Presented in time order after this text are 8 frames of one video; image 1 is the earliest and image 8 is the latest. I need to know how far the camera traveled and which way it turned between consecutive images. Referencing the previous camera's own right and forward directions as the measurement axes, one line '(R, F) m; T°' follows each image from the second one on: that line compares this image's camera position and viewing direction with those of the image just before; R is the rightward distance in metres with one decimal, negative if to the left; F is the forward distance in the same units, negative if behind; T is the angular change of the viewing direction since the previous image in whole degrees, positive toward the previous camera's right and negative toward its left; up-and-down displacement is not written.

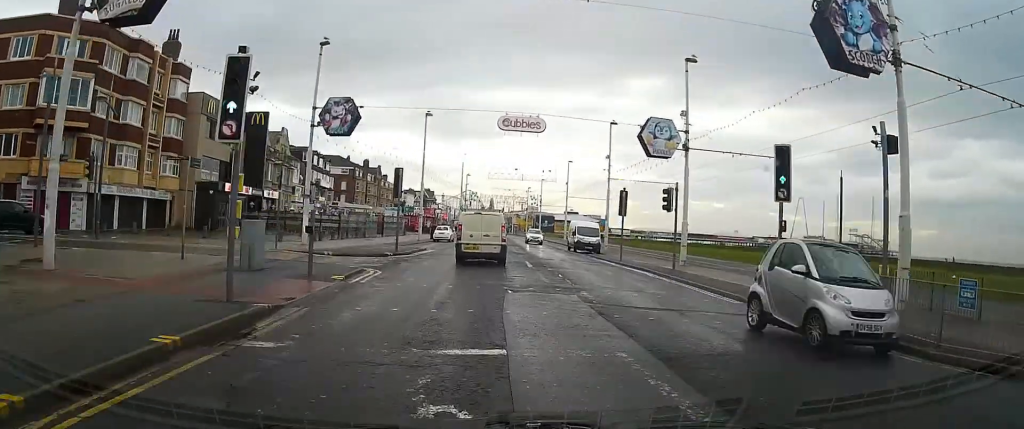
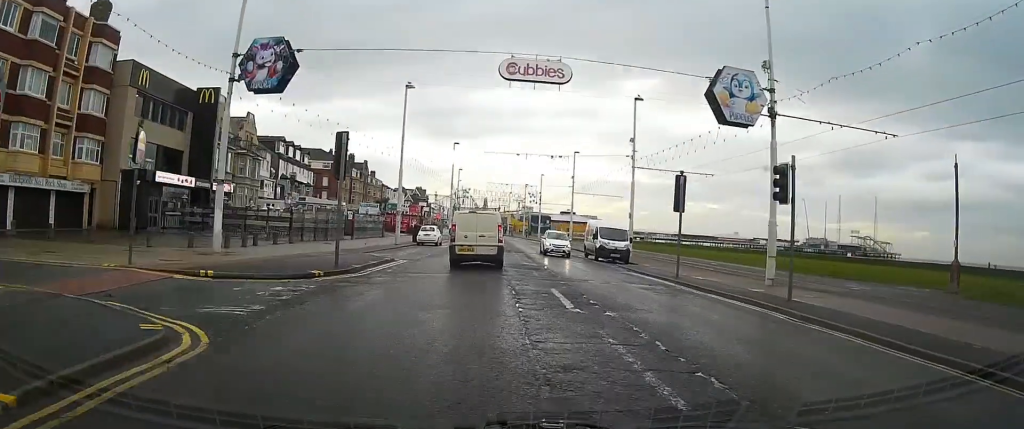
(0.0, +11.3) m; 0°
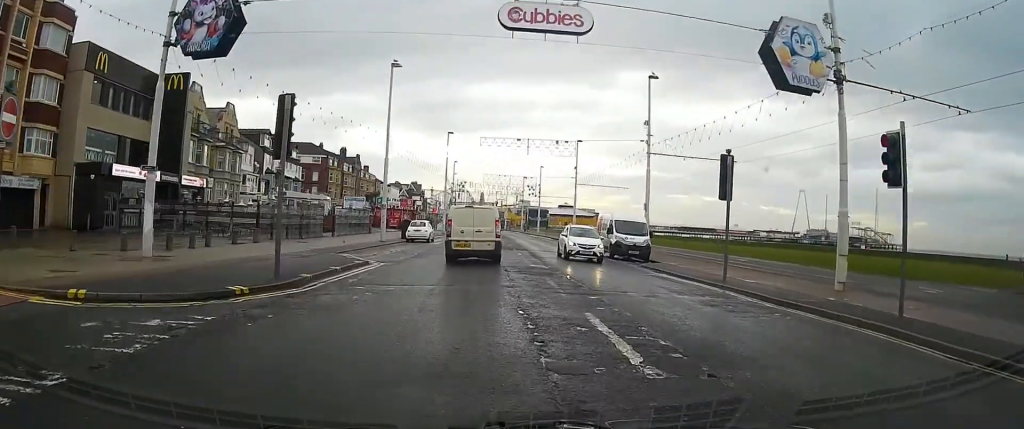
(0.0, +5.2) m; 0°
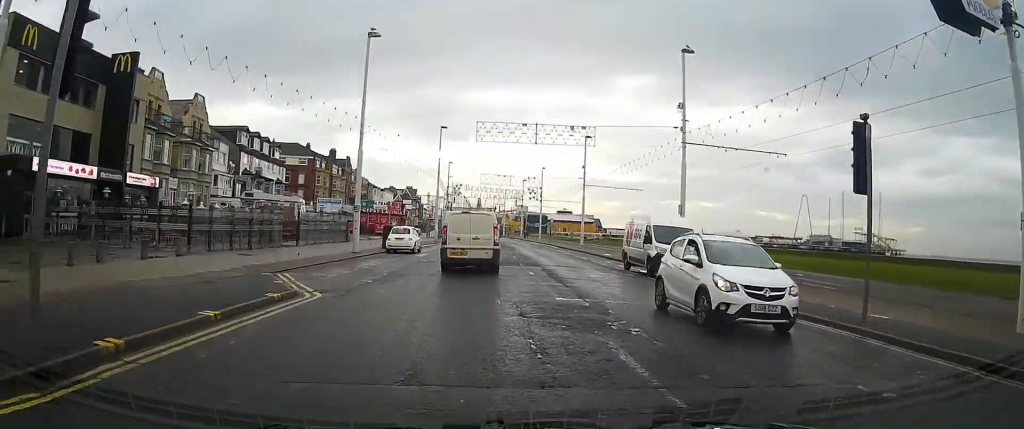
(0.0, +7.9) m; 0°
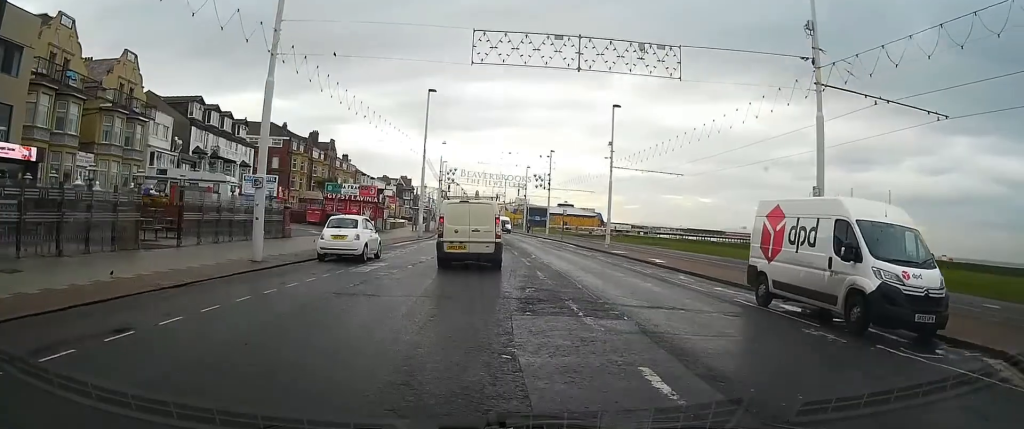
(+0.1, +14.4) m; +1°
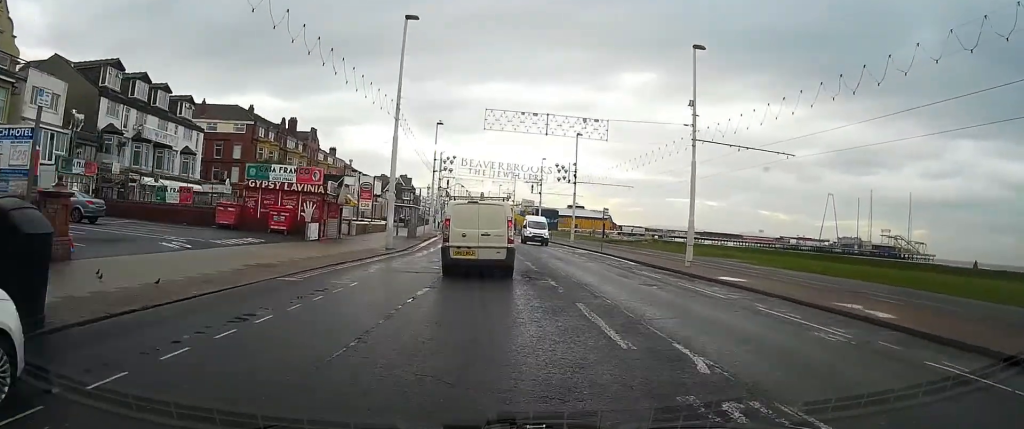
(+0.2, +19.1) m; 0°
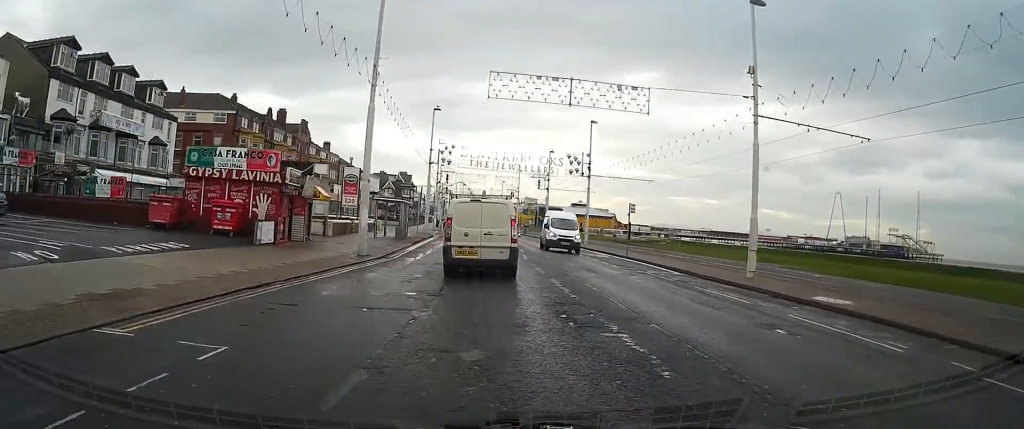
(-0.1, +7.6) m; -1°
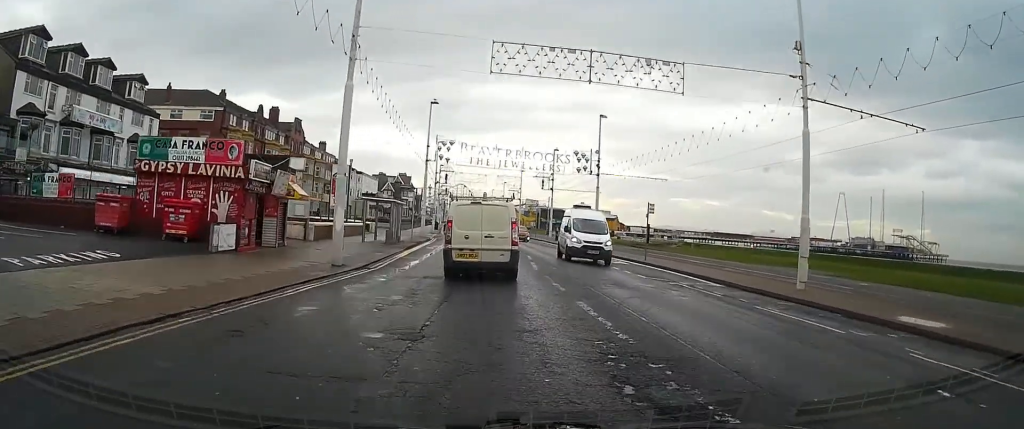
(0.0, +4.3) m; -1°
